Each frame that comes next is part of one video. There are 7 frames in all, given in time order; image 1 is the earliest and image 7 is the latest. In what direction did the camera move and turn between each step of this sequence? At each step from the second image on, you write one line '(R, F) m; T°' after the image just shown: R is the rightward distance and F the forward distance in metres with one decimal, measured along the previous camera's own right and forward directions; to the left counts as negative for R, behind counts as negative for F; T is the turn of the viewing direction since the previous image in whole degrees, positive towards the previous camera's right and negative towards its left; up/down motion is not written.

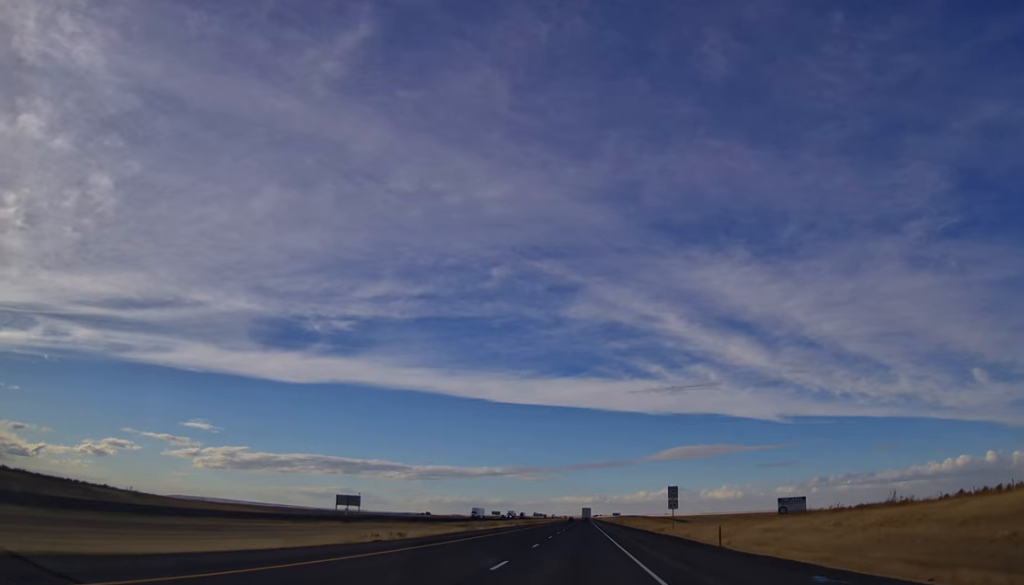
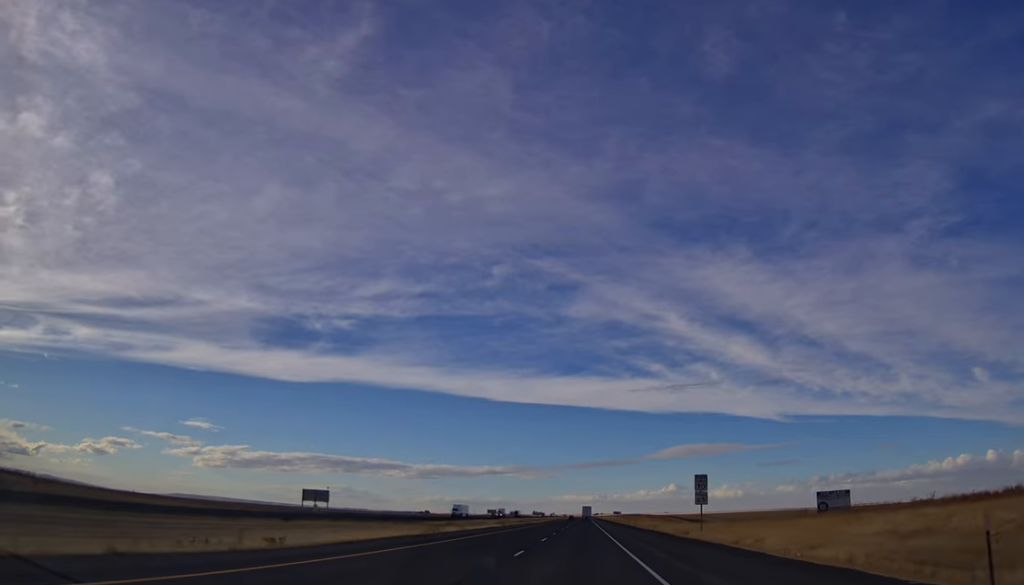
(-0.2, +19.6) m; 0°
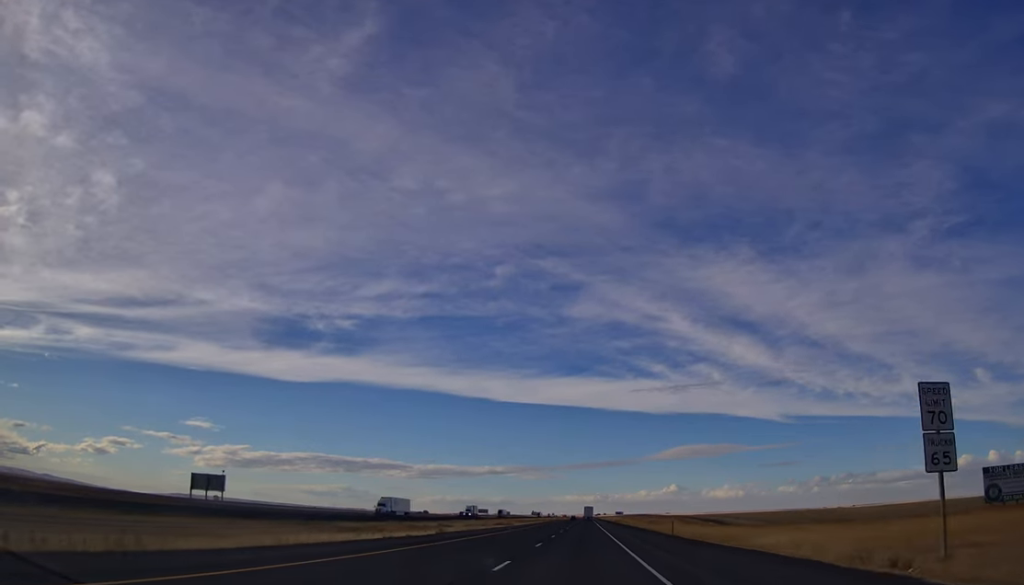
(+0.1, +42.4) m; +1°
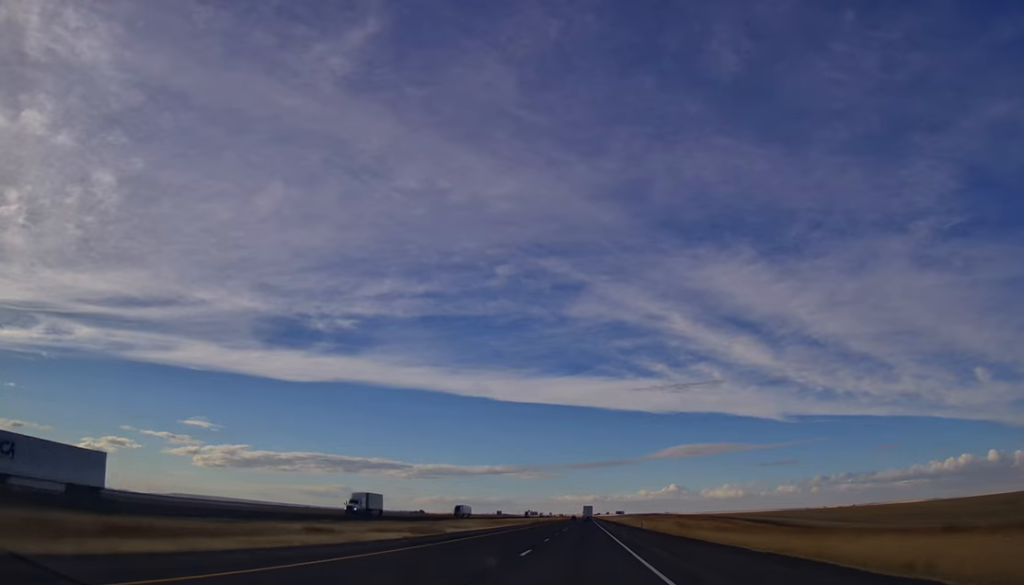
(+0.5, +55.7) m; 0°
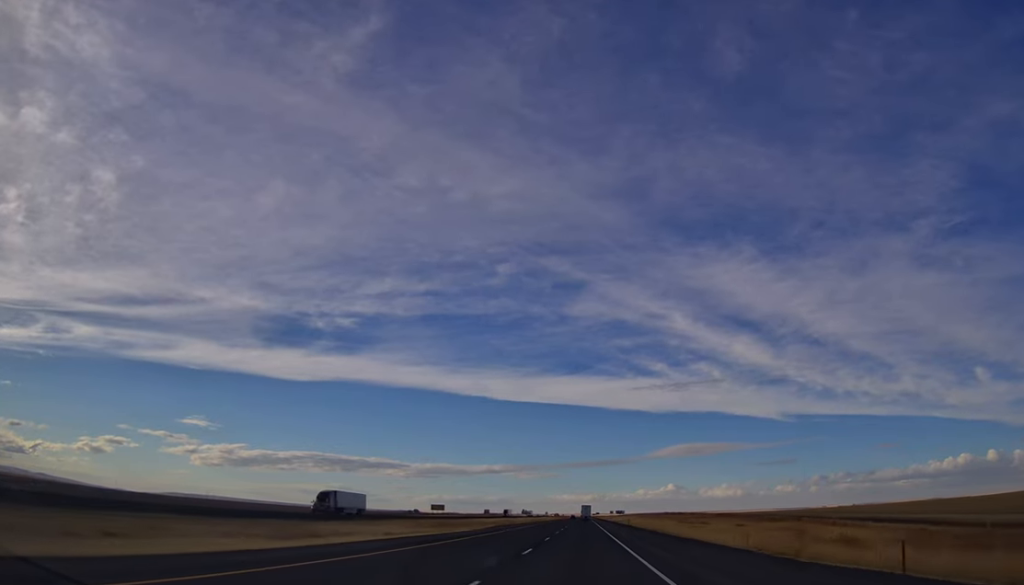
(-0.2, +60.4) m; -1°
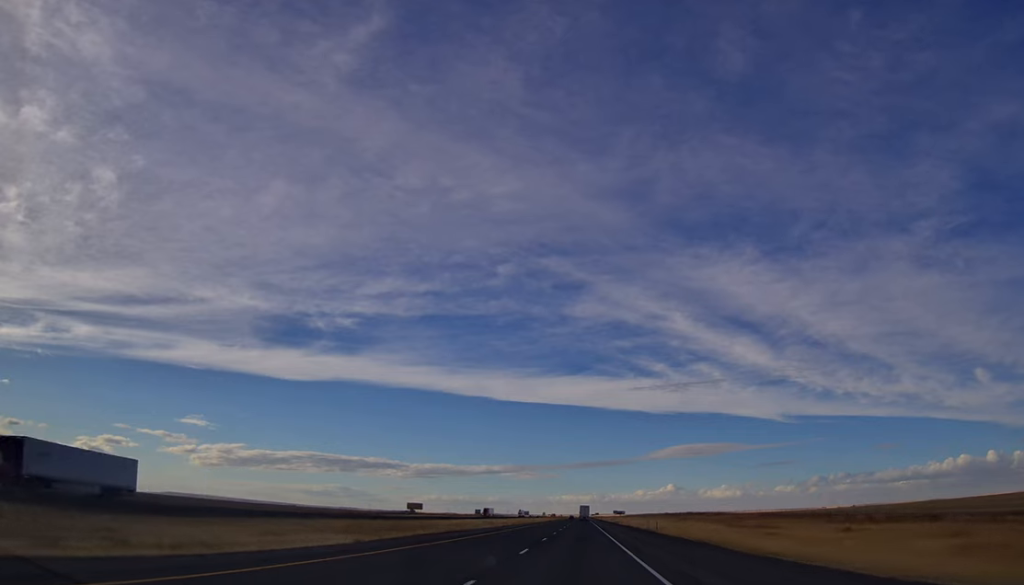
(-0.5, +36.9) m; 0°
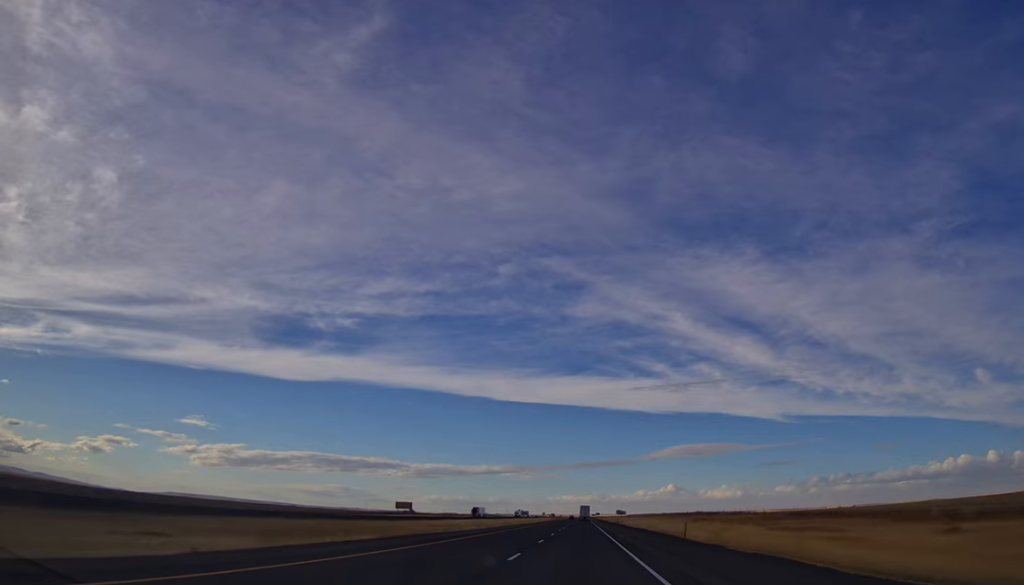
(-0.1, +15.4) m; 0°
